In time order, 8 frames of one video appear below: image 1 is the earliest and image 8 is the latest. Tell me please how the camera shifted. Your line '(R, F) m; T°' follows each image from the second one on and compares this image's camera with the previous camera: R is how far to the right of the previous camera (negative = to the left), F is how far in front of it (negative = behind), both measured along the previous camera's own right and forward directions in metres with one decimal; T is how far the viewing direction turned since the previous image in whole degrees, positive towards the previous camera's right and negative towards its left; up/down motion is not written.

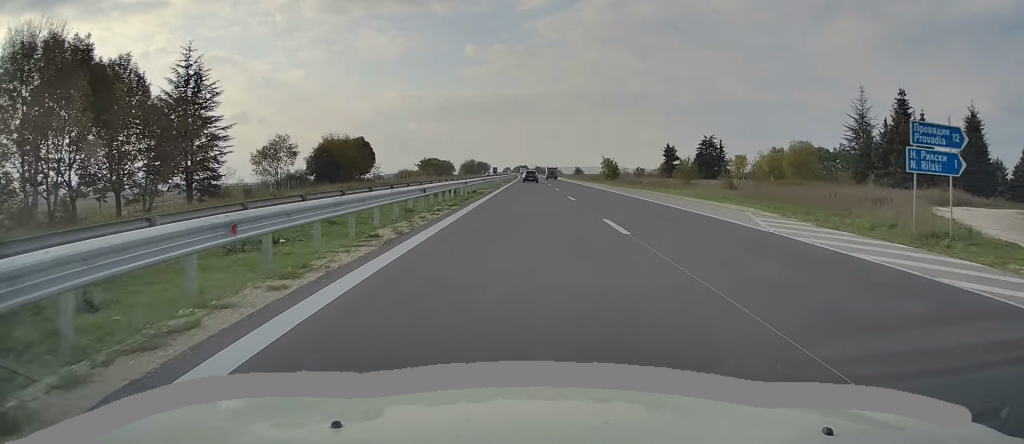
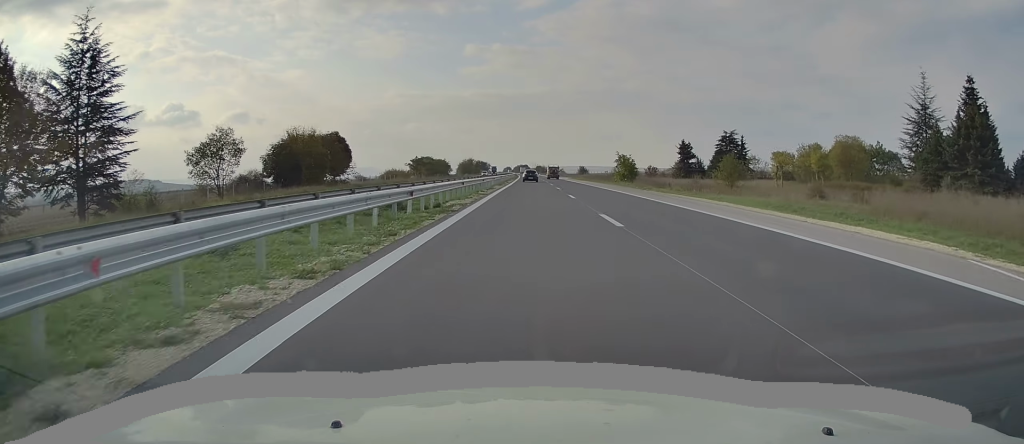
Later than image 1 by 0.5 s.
(0.0, +14.4) m; 0°
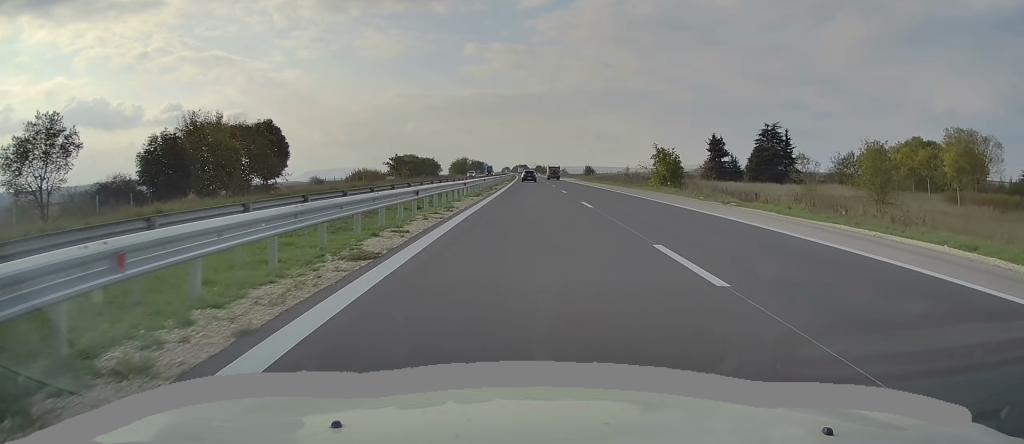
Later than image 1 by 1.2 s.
(-0.3, +23.8) m; 0°
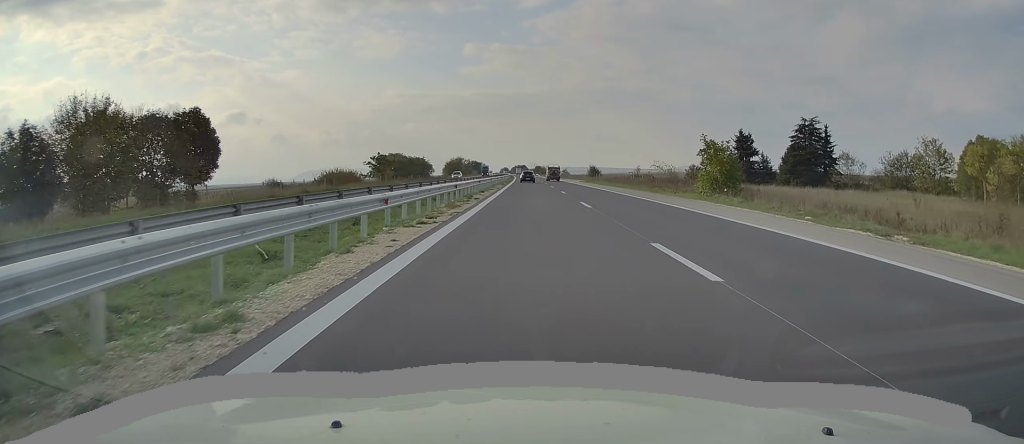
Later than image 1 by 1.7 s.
(+0.1, +15.6) m; 0°
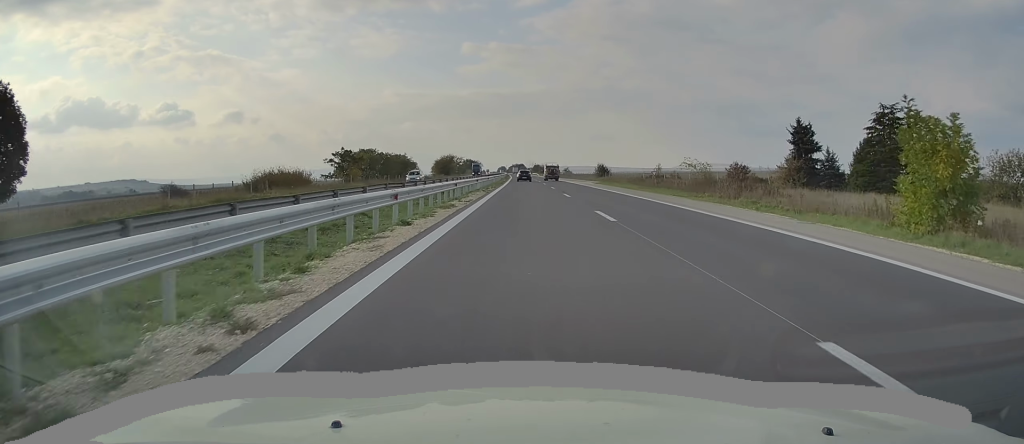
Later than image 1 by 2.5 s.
(+0.2, +22.9) m; 0°
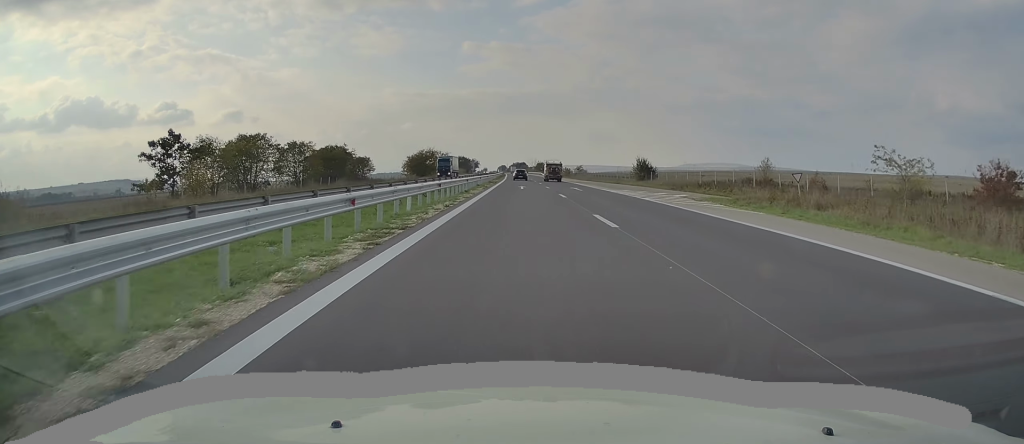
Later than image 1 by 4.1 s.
(-0.1, +50.4) m; 0°
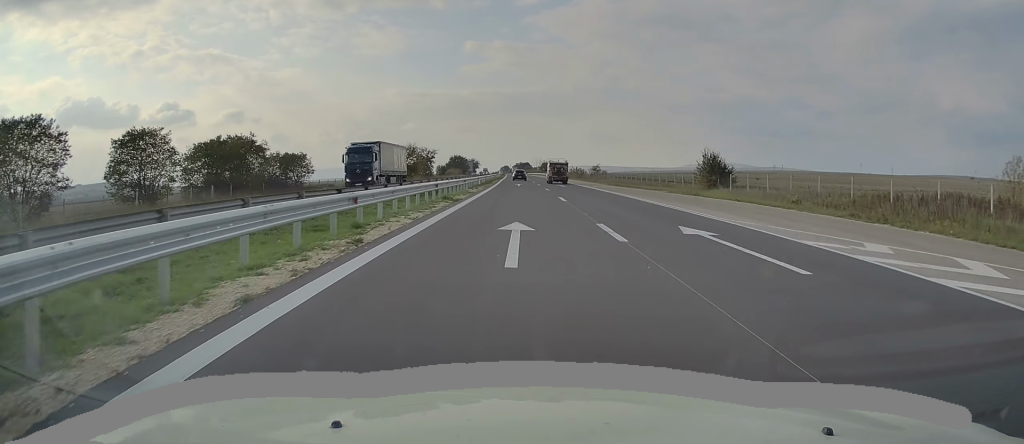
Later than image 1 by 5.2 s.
(0.0, +34.8) m; -1°
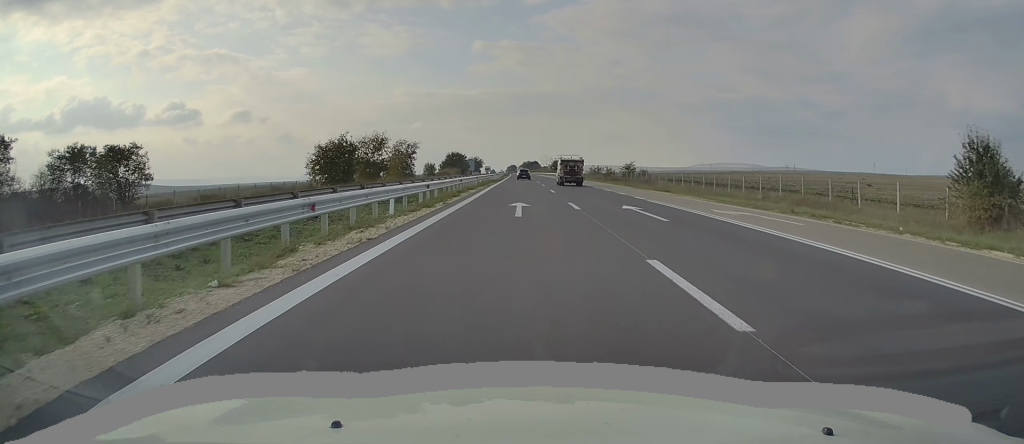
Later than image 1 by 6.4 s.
(-0.5, +38.3) m; 0°
